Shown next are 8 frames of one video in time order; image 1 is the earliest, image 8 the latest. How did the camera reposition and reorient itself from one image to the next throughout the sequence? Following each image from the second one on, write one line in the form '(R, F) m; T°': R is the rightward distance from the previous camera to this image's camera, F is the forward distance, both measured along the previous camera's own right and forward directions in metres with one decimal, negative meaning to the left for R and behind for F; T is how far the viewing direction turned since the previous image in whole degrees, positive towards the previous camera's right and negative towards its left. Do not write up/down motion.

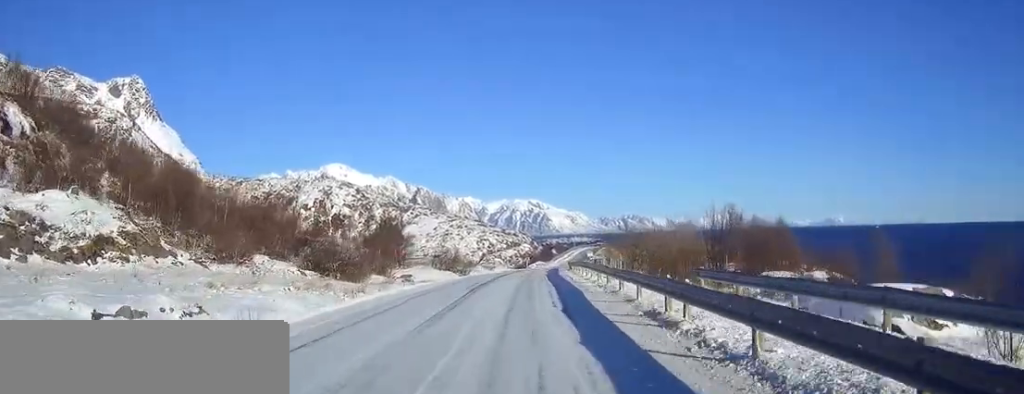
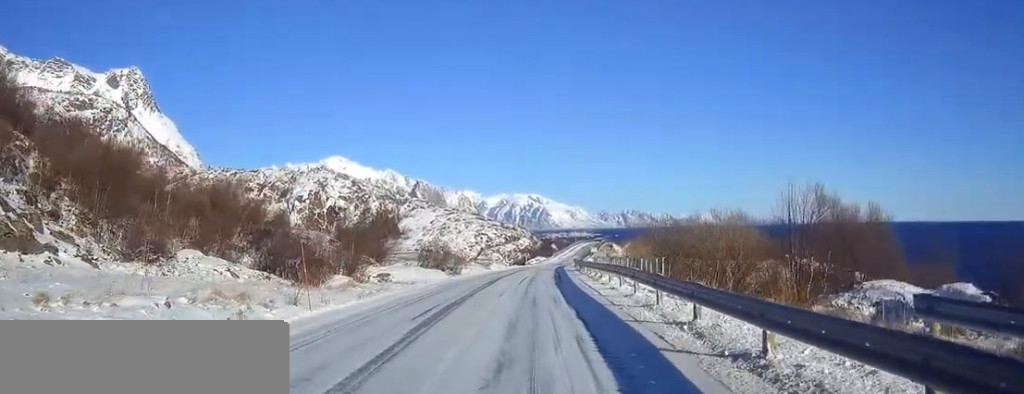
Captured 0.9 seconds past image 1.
(0.0, +14.2) m; 0°
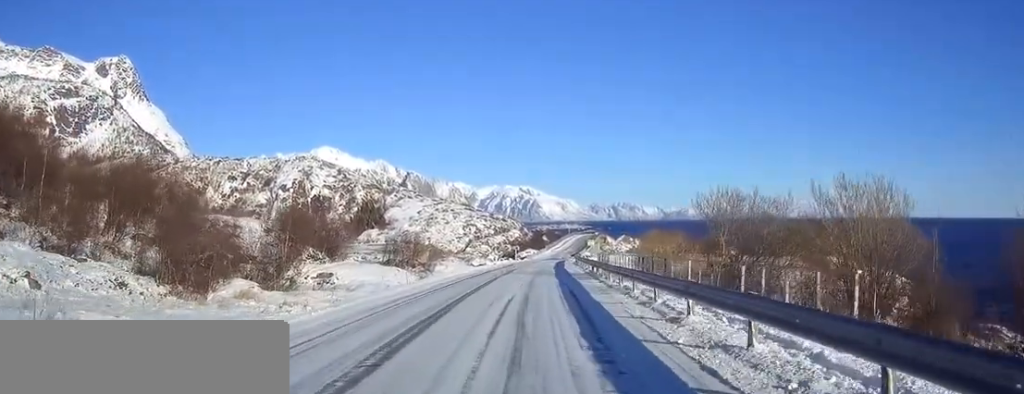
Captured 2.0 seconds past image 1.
(+0.1, +18.6) m; +1°
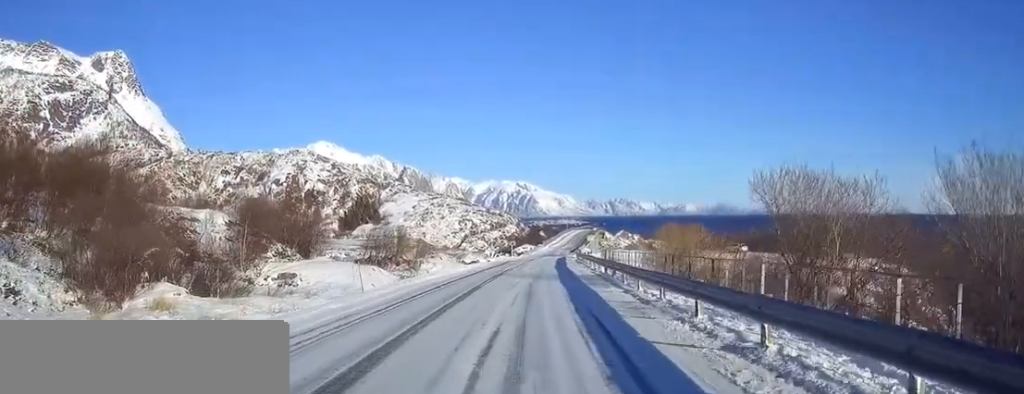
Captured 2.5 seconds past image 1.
(0.0, +8.1) m; +1°
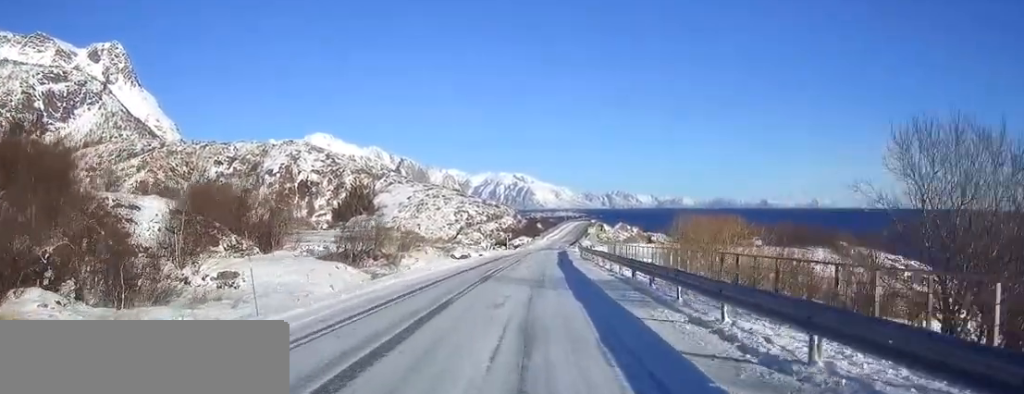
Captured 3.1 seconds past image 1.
(+0.1, +9.0) m; +1°
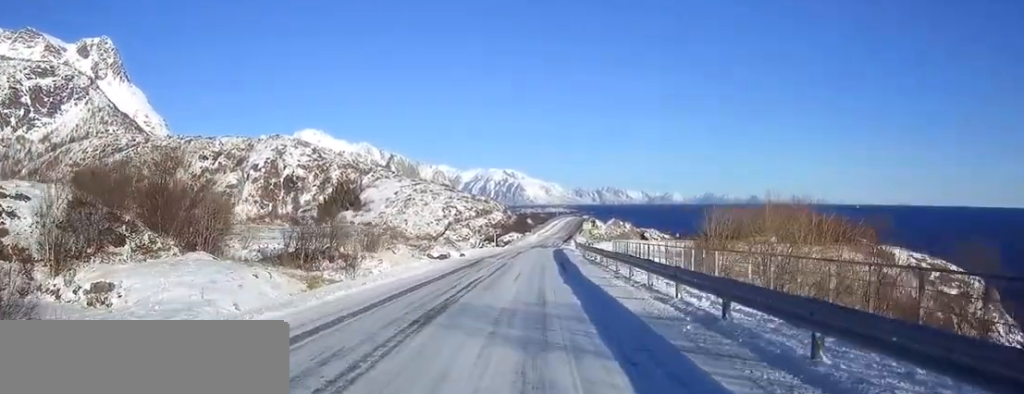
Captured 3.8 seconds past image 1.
(+0.1, +11.5) m; +1°
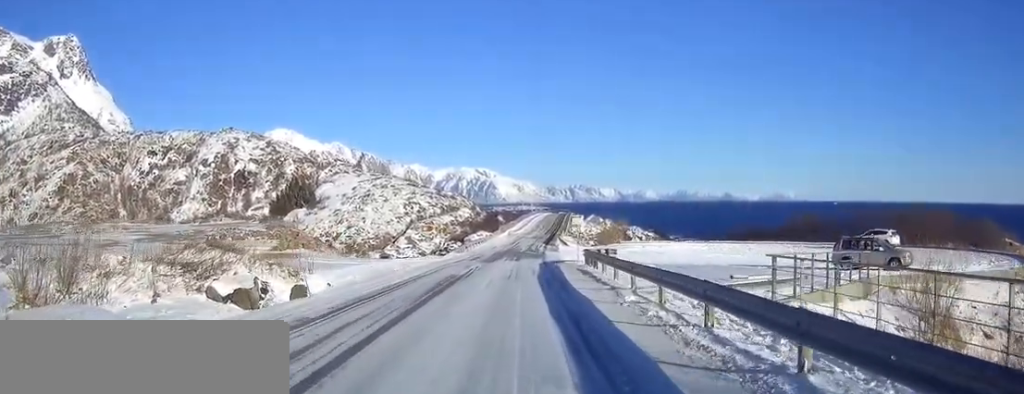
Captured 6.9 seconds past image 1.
(+0.3, +43.9) m; +1°
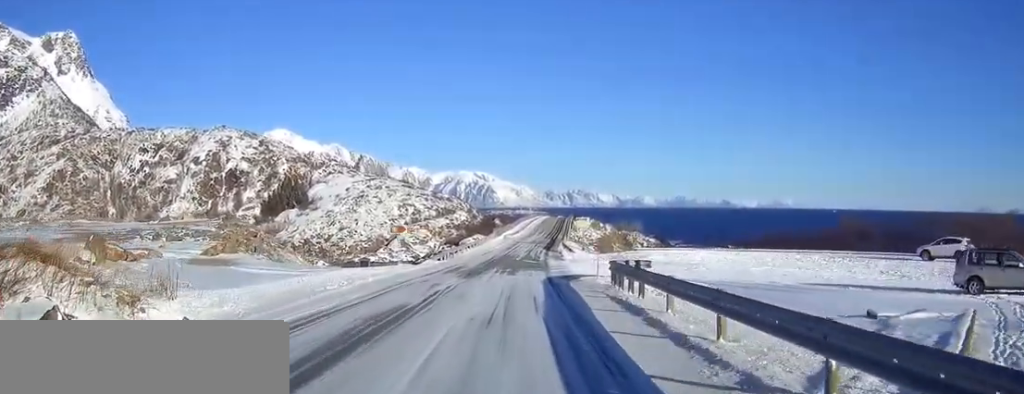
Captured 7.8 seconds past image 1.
(0.0, +12.3) m; 0°
